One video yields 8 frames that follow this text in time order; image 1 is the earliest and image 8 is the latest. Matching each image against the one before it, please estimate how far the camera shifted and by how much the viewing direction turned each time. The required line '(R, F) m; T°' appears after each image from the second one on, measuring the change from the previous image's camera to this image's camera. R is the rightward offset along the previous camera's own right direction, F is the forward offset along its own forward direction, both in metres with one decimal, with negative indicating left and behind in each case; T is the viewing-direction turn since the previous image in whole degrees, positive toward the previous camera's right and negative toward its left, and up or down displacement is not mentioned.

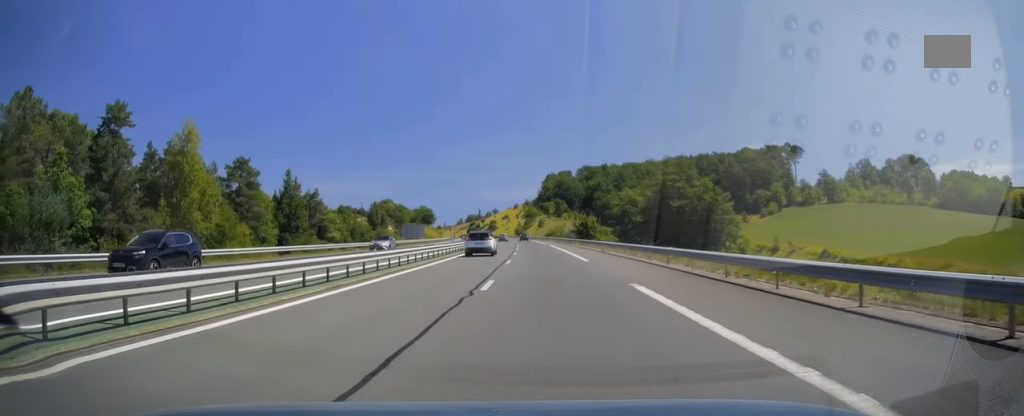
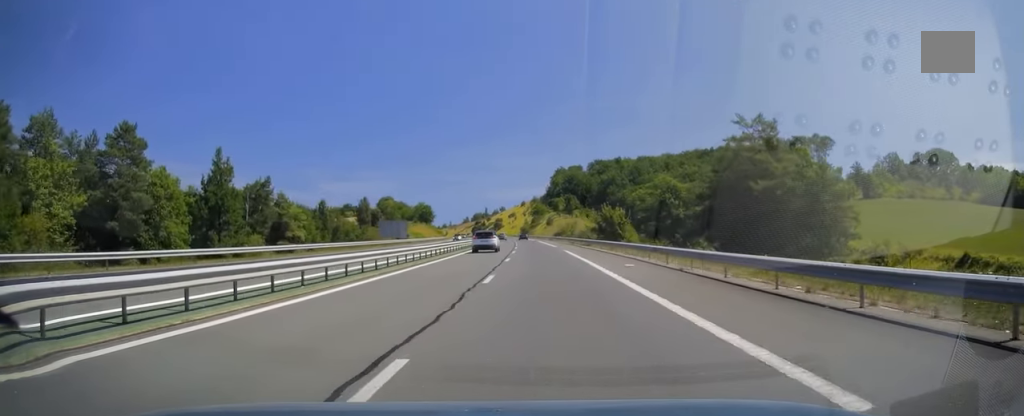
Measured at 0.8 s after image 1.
(-0.3, +24.0) m; -1°
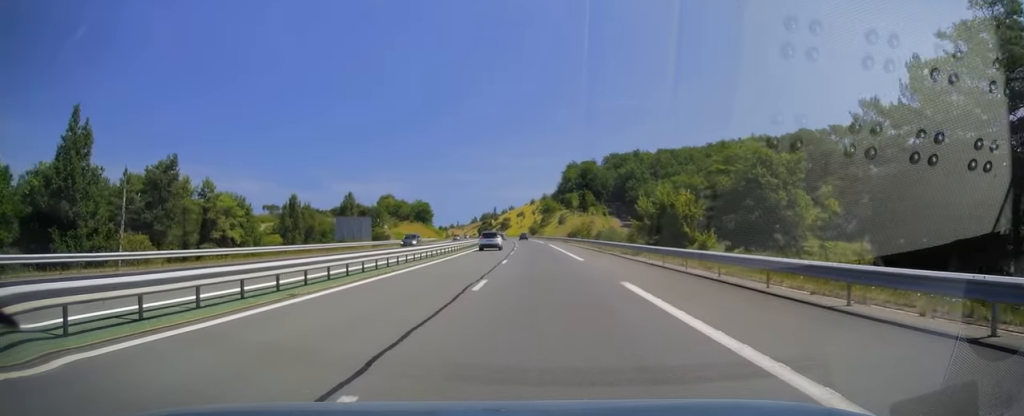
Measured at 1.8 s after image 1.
(-0.4, +27.5) m; -1°
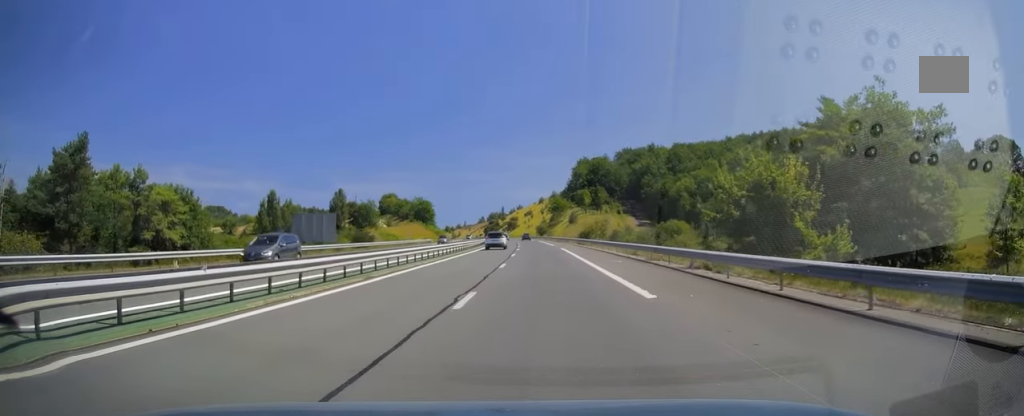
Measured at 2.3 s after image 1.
(+0.2, +16.7) m; 0°
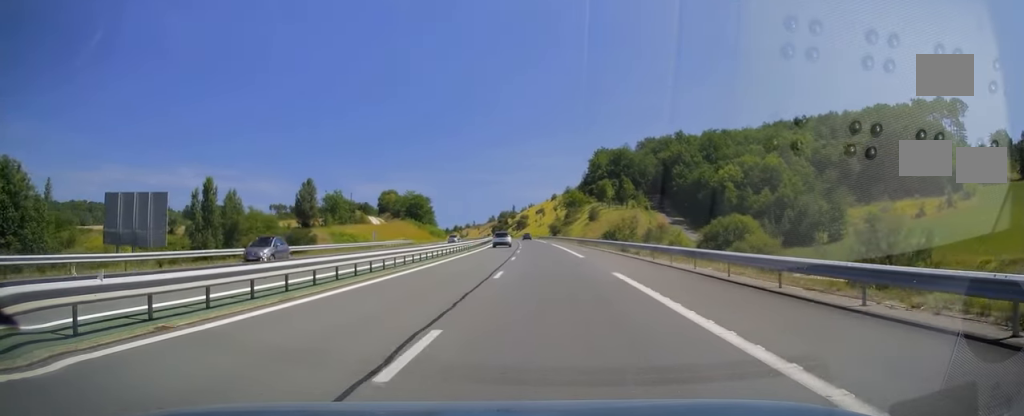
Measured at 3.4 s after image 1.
(-0.4, +31.3) m; -2°
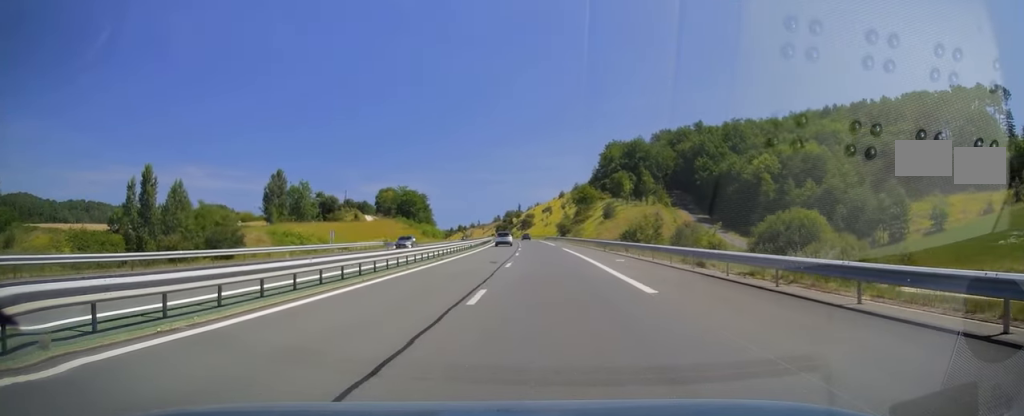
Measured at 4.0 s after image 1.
(-0.3, +19.6) m; -1°
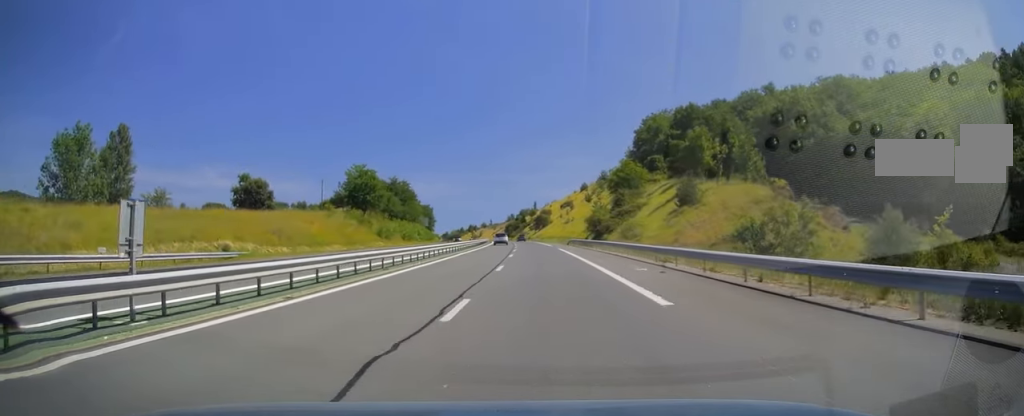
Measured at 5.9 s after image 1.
(-0.9, +54.2) m; -2°
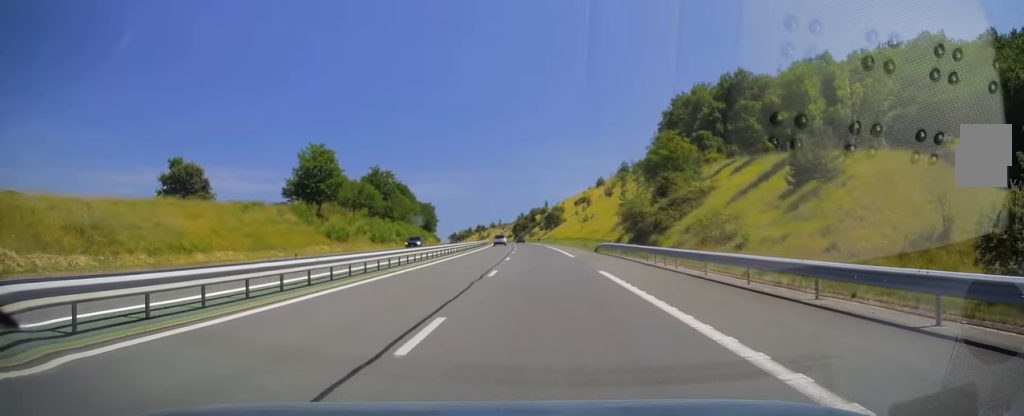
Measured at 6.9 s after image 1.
(-0.3, +28.5) m; -1°
